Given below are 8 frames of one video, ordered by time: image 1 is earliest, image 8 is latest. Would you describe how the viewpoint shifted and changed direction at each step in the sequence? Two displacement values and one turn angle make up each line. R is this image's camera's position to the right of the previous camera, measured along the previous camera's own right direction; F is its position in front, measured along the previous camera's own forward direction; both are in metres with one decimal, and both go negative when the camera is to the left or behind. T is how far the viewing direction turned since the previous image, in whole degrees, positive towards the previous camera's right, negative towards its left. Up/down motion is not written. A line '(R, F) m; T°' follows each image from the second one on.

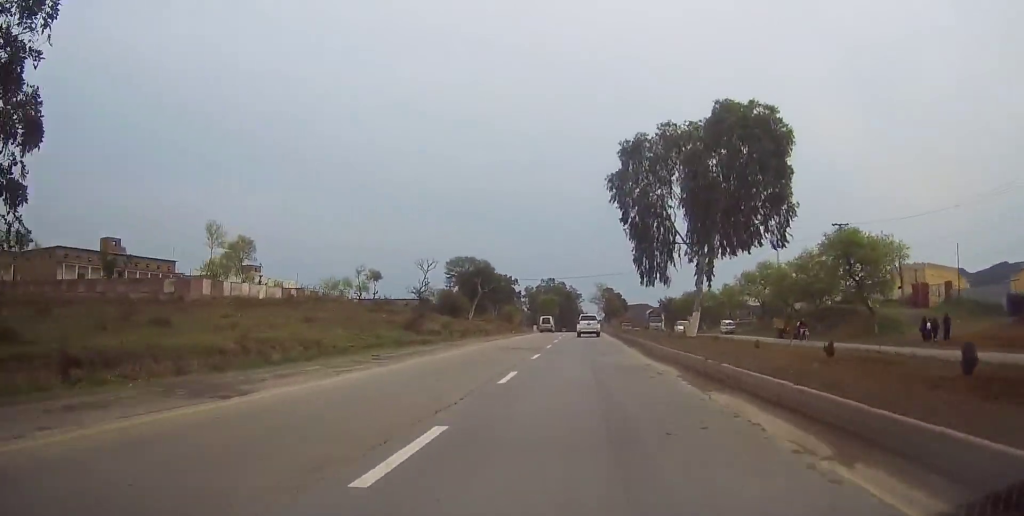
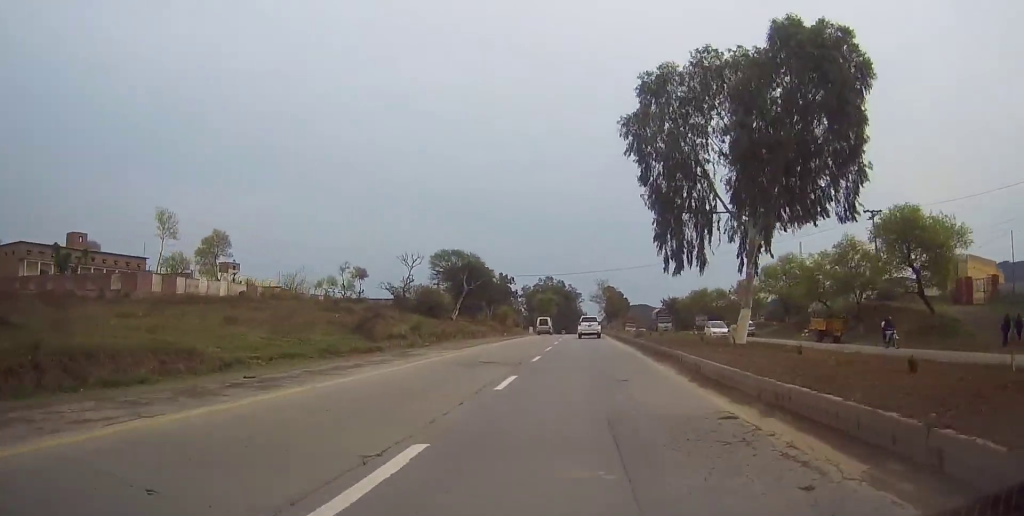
(0.0, +9.9) m; 0°
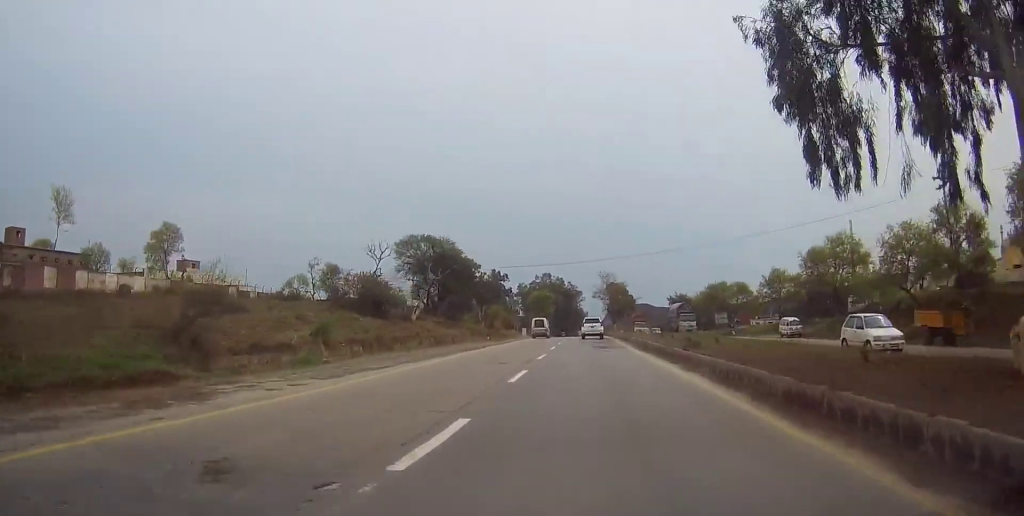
(+0.2, +16.7) m; +1°
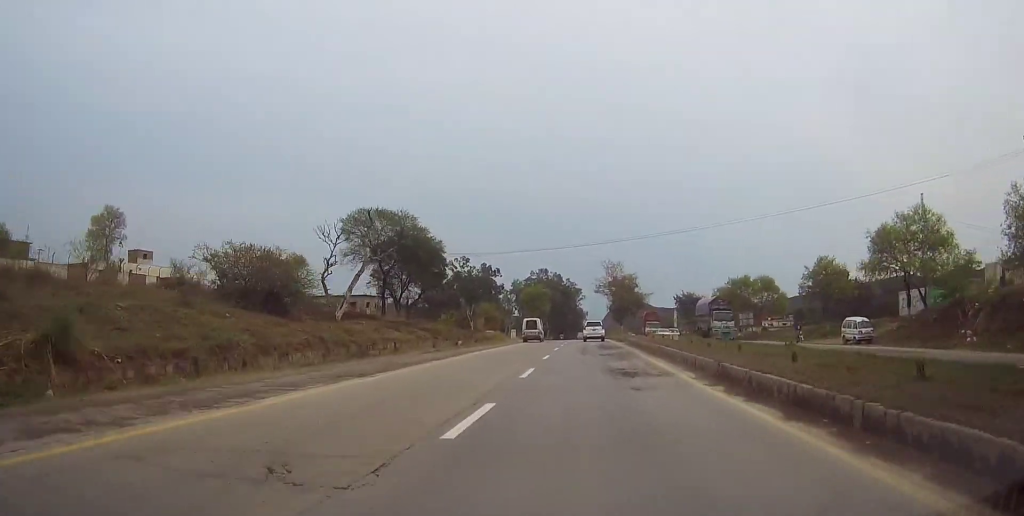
(0.0, +16.1) m; +1°
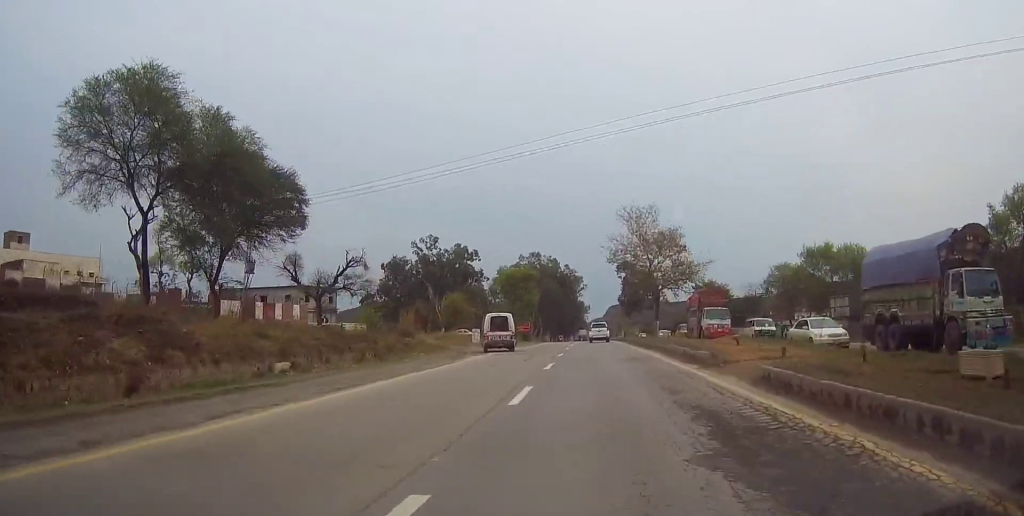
(0.0, +33.0) m; 0°
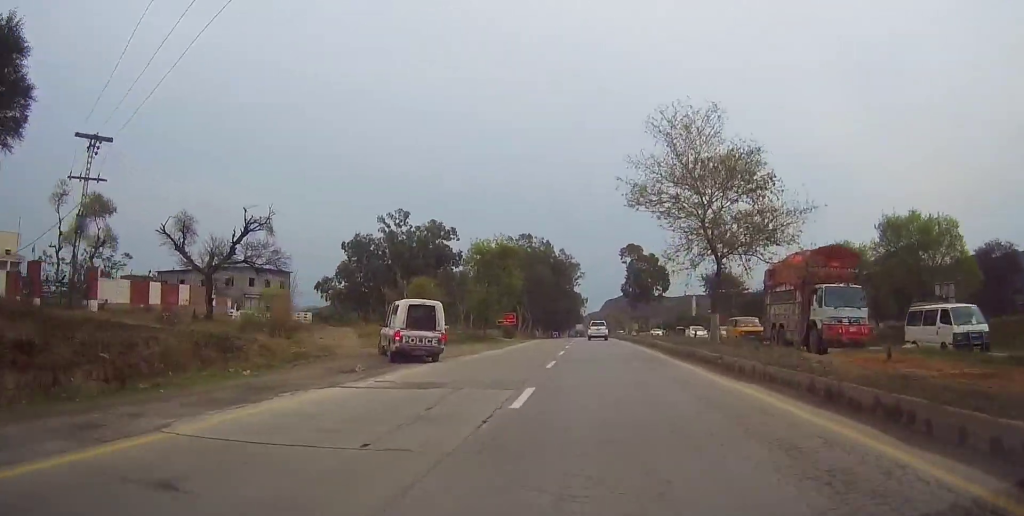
(-0.2, +18.6) m; +1°
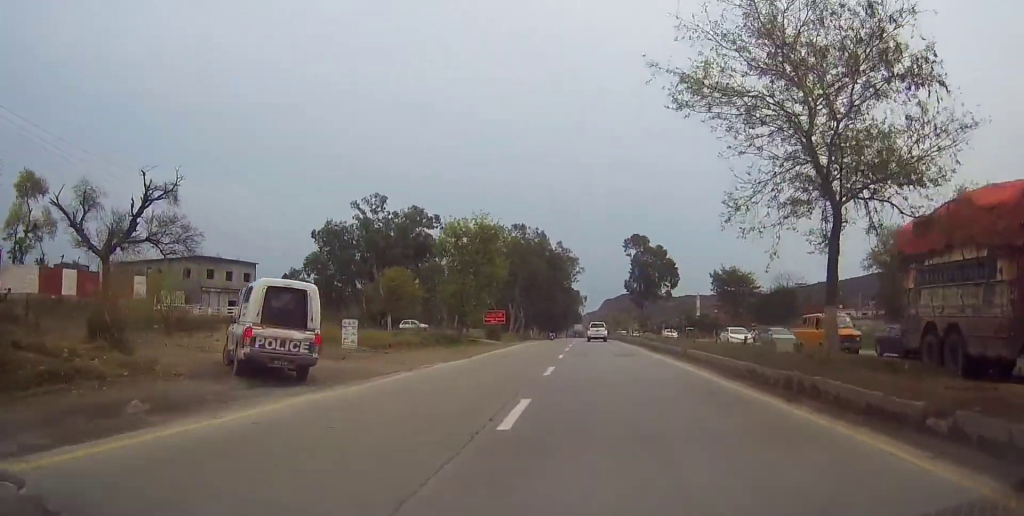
(+0.3, +11.2) m; 0°
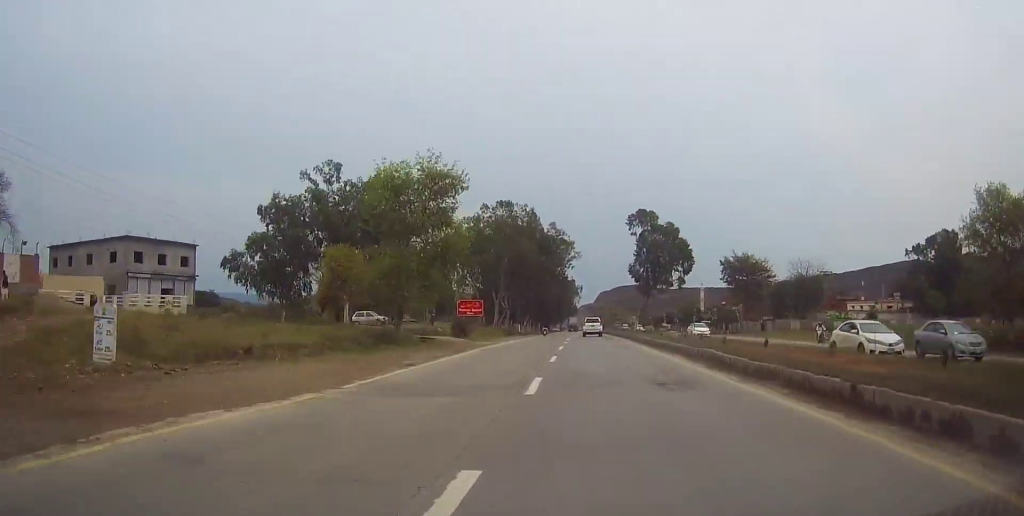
(0.0, +14.7) m; 0°
